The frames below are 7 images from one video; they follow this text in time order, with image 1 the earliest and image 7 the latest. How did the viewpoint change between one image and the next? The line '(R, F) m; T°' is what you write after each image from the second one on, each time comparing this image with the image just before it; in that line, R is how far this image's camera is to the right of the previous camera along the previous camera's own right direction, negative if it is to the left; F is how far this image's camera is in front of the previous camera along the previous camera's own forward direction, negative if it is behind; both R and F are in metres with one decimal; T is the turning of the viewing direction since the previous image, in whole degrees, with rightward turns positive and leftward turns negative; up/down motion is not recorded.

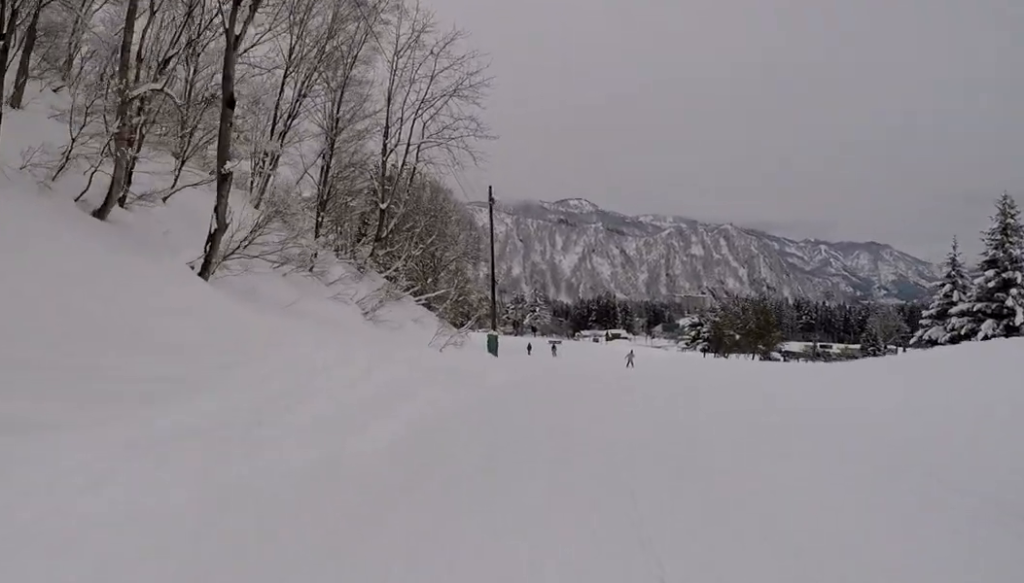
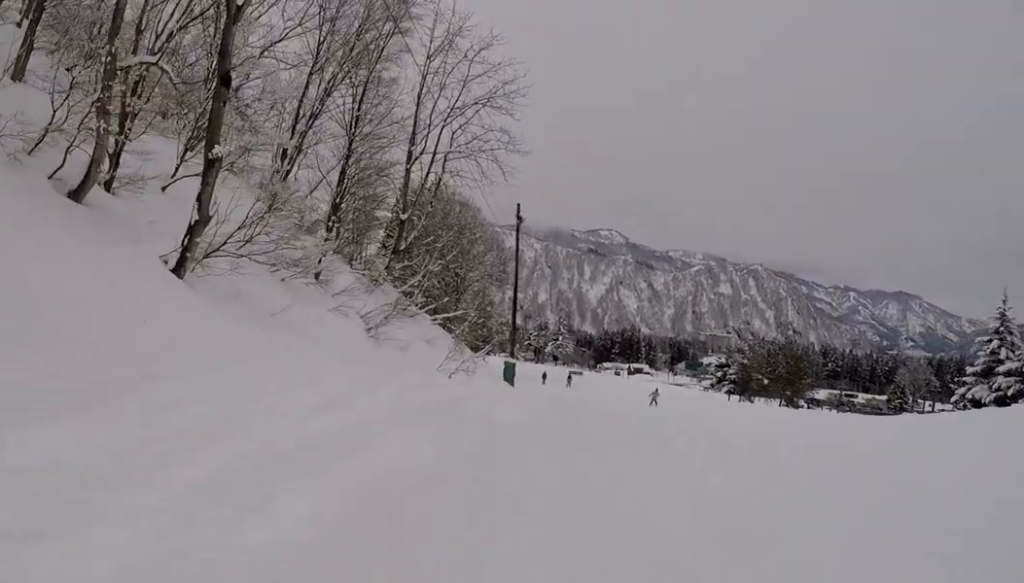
(0.0, +3.1) m; -1°
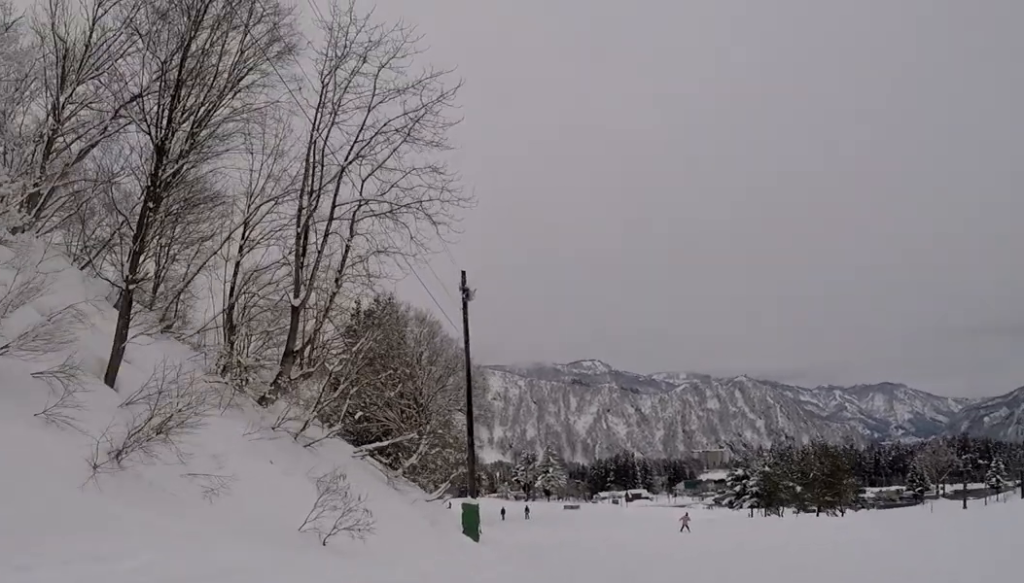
(0.0, +15.5) m; 0°
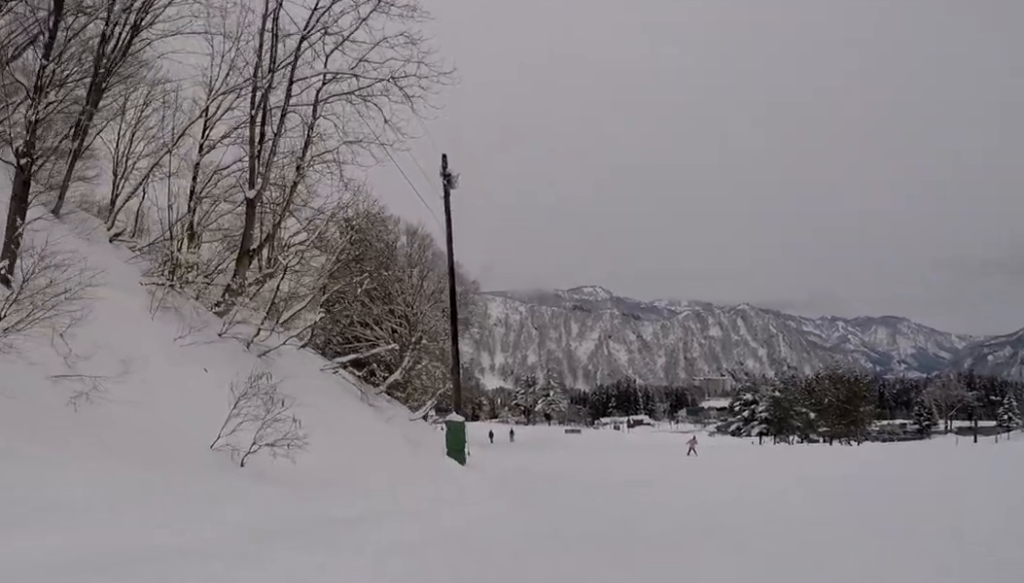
(+0.6, +4.2) m; 0°
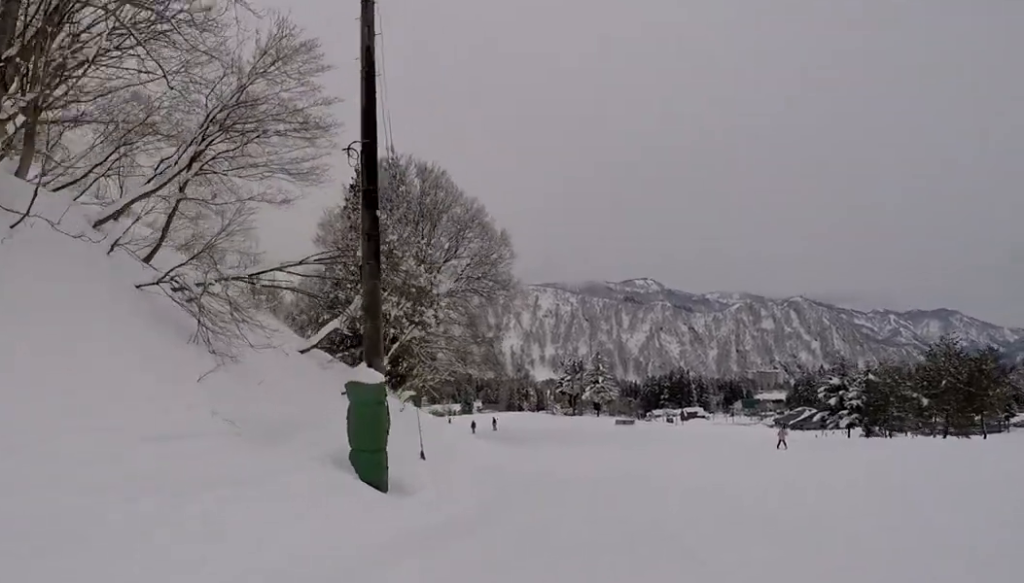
(-0.5, +15.0) m; +1°
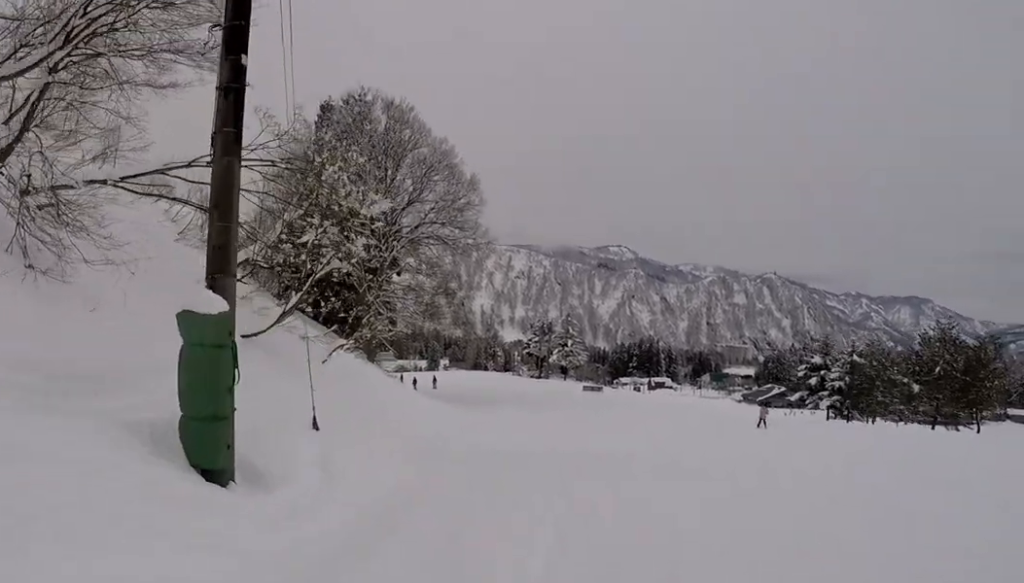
(-0.6, +4.1) m; 0°
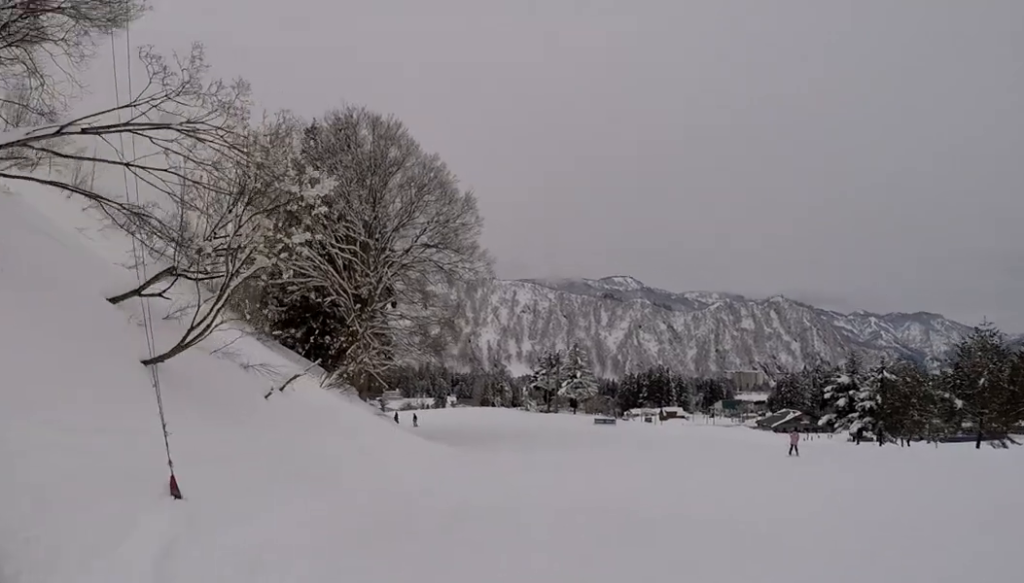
(+0.5, +4.3) m; -2°
